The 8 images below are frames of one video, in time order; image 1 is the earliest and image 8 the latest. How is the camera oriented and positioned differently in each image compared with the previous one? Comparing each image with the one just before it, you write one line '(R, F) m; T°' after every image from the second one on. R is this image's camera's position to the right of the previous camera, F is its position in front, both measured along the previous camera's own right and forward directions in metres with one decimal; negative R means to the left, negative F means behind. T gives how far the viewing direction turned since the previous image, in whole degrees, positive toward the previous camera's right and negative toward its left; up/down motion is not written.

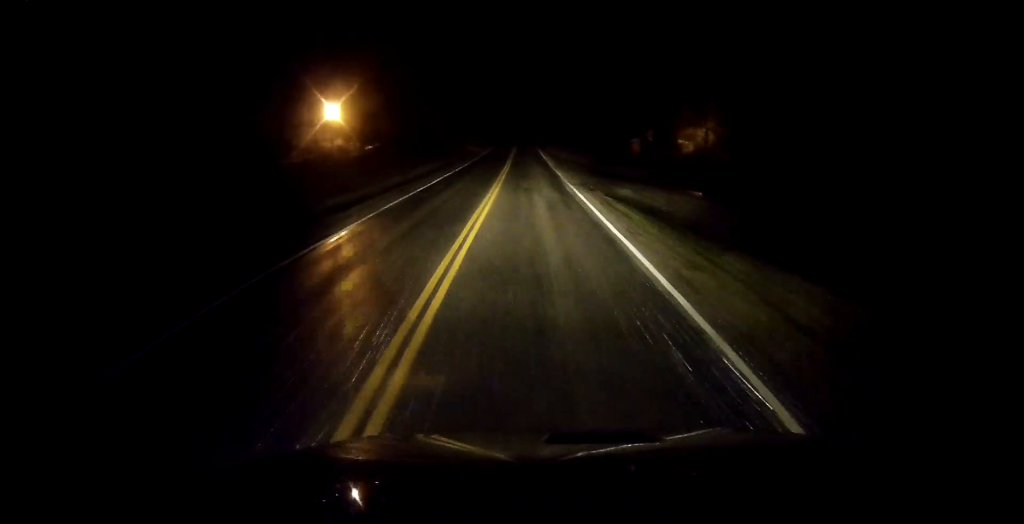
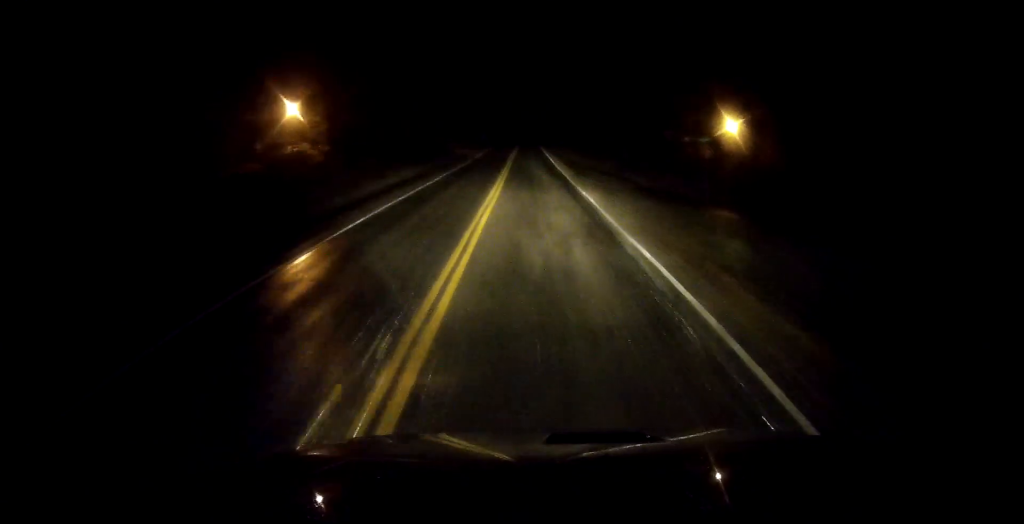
(0.0, +16.9) m; 0°
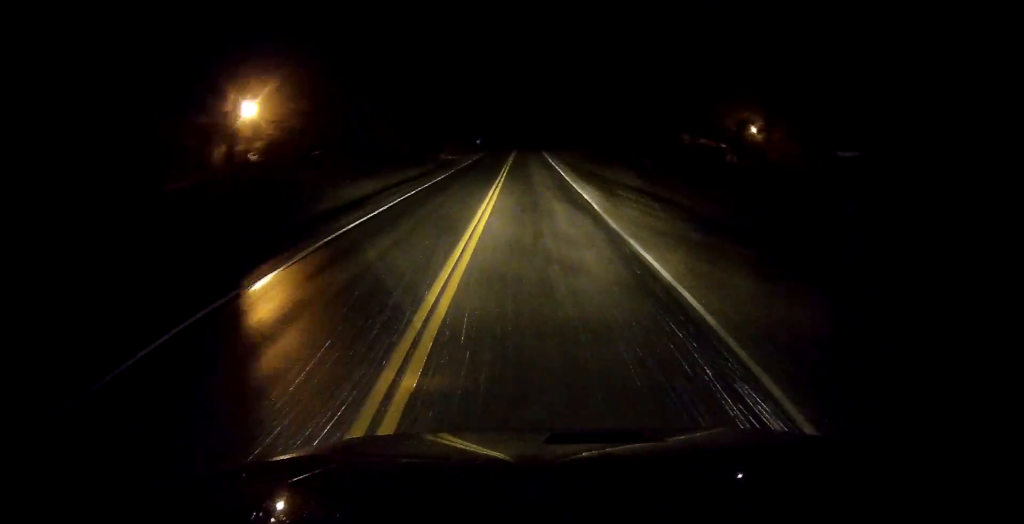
(0.0, +13.3) m; 0°
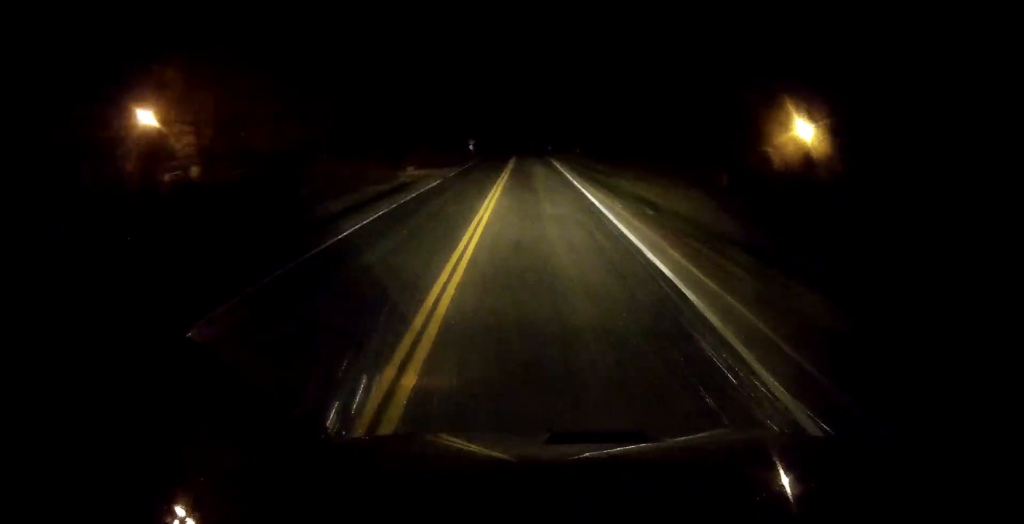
(0.0, +20.3) m; 0°
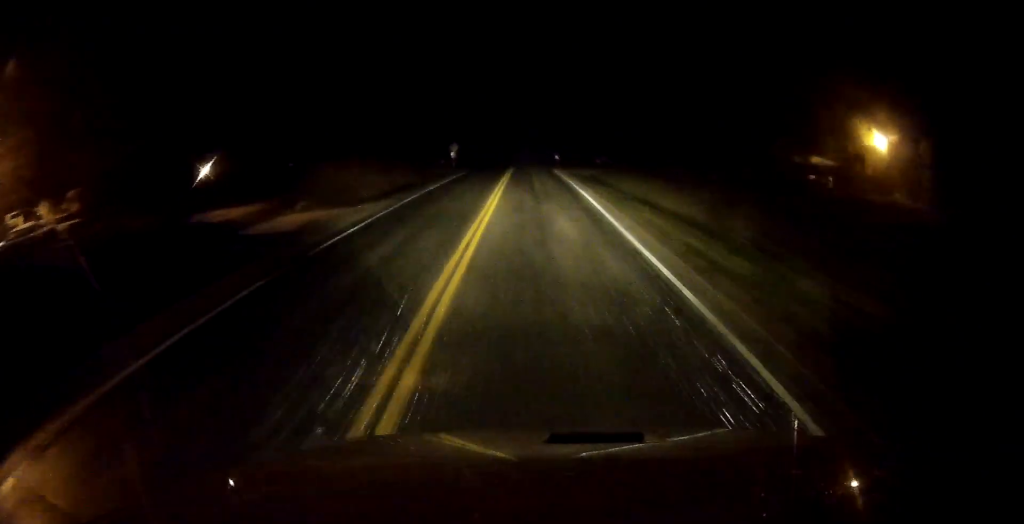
(0.0, +22.9) m; 0°
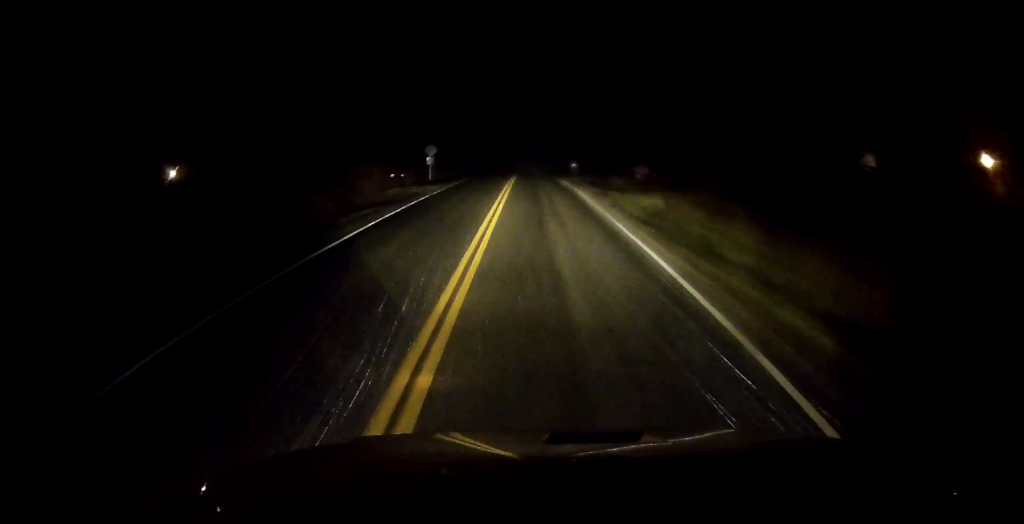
(0.0, +20.3) m; 0°
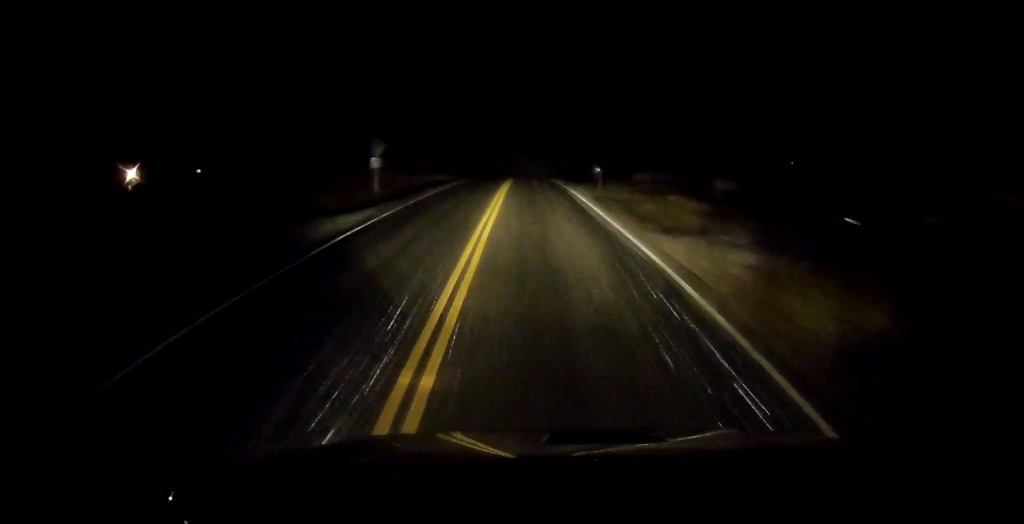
(+0.1, +18.1) m; 0°
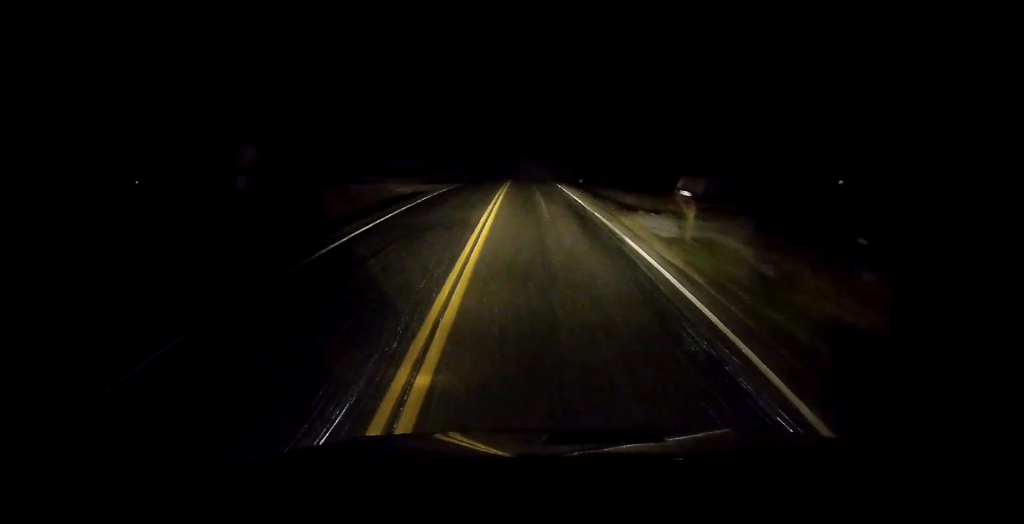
(-0.1, +17.1) m; +1°
